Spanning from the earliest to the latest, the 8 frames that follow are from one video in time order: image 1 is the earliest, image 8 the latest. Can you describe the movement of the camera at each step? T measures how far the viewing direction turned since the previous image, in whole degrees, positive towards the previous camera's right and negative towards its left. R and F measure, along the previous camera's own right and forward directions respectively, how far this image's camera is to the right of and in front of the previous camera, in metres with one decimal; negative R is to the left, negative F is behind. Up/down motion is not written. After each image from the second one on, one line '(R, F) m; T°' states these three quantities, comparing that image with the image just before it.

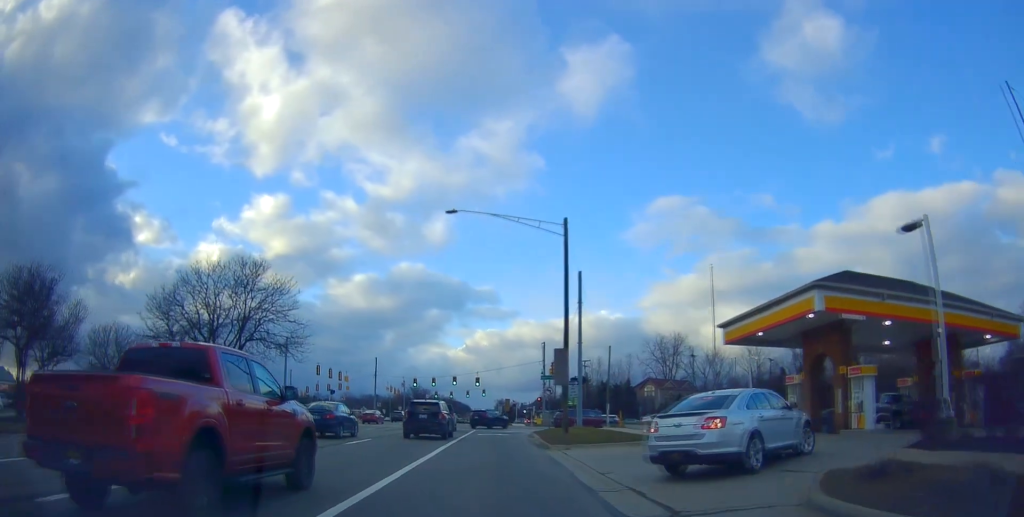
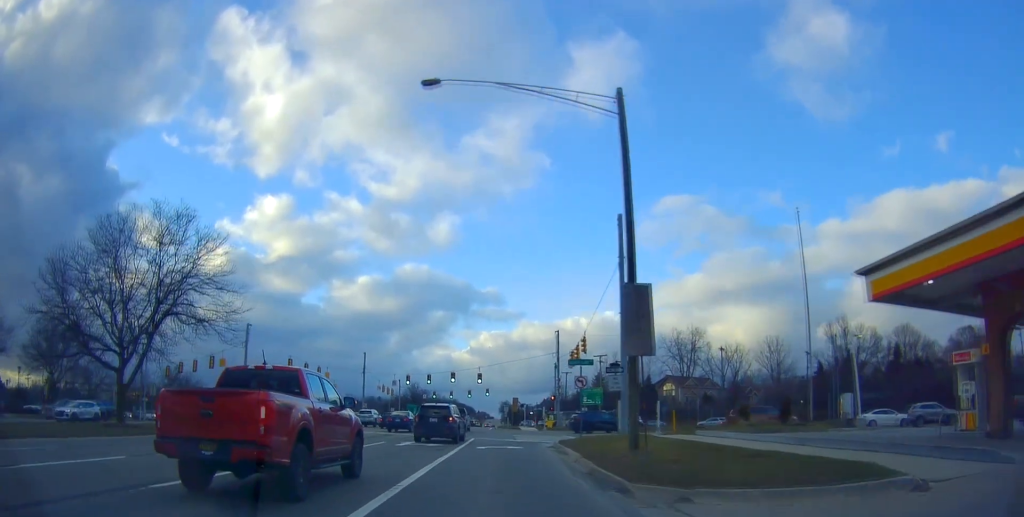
(+0.2, +13.2) m; -4°
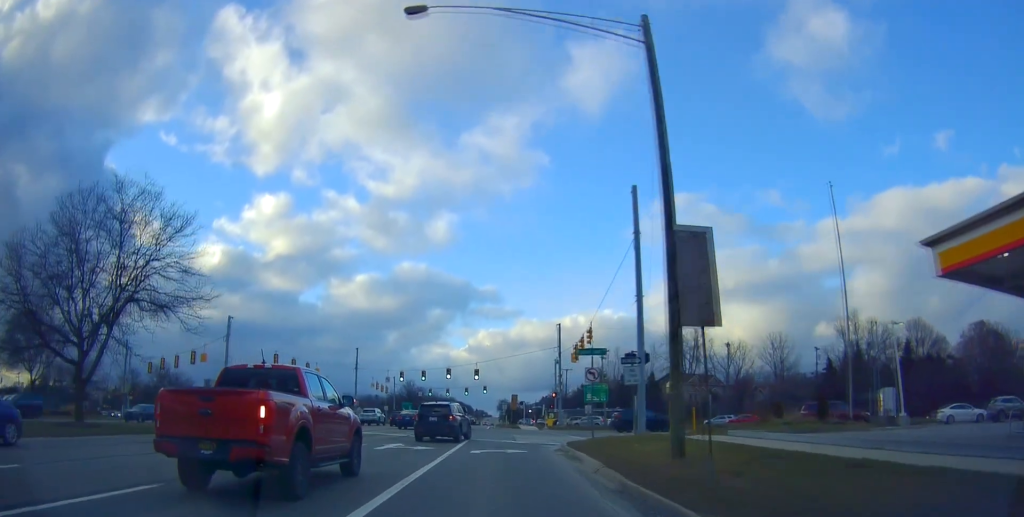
(-0.4, +3.8) m; -2°
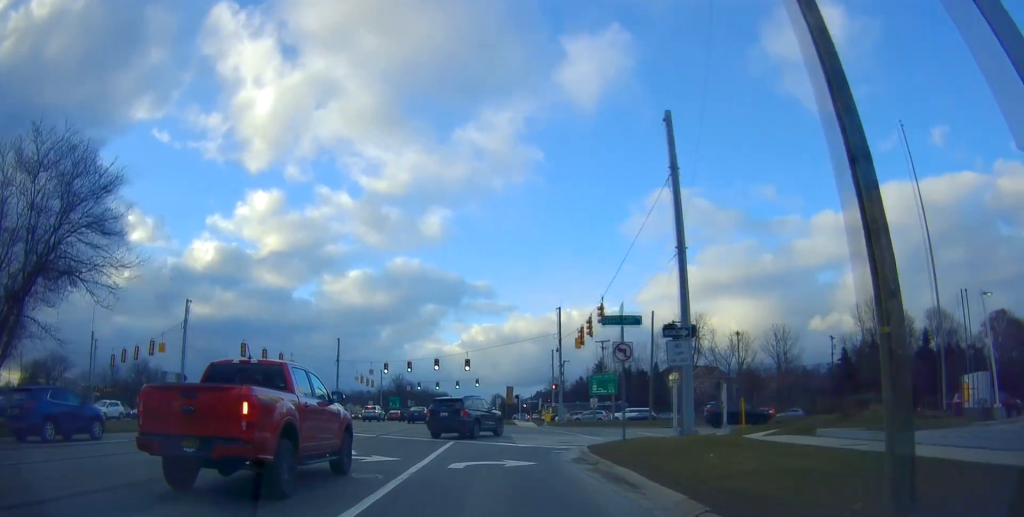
(+0.3, +6.9) m; +1°
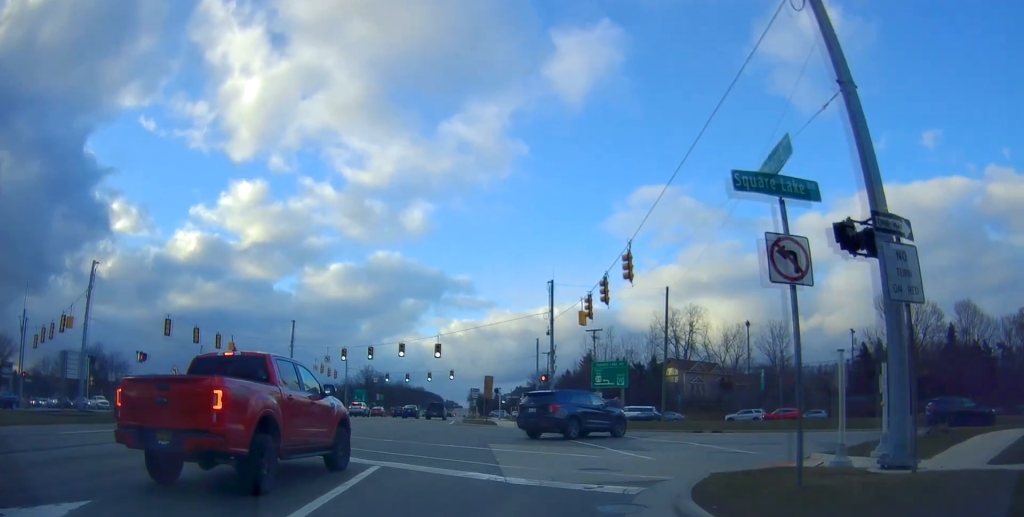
(-0.1, +11.5) m; +1°
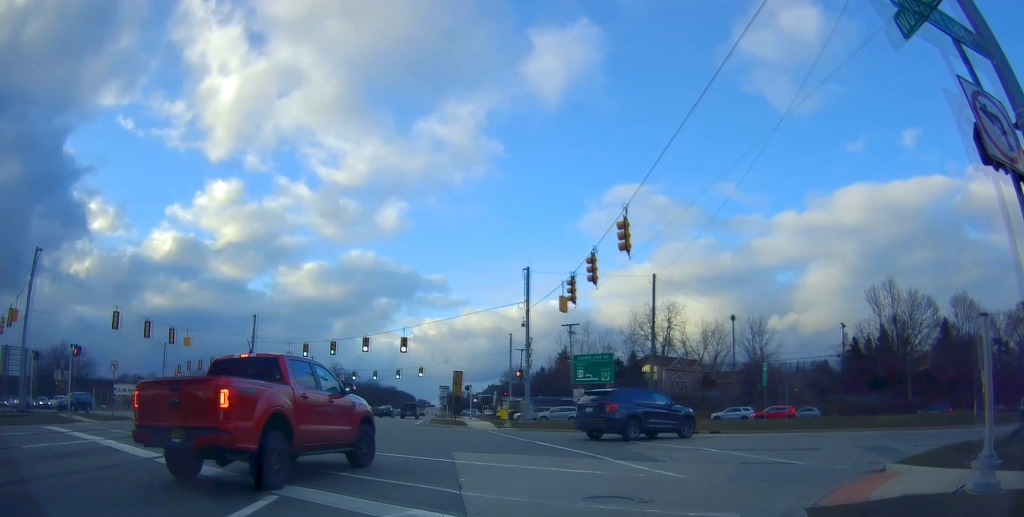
(+0.1, +4.5) m; +5°
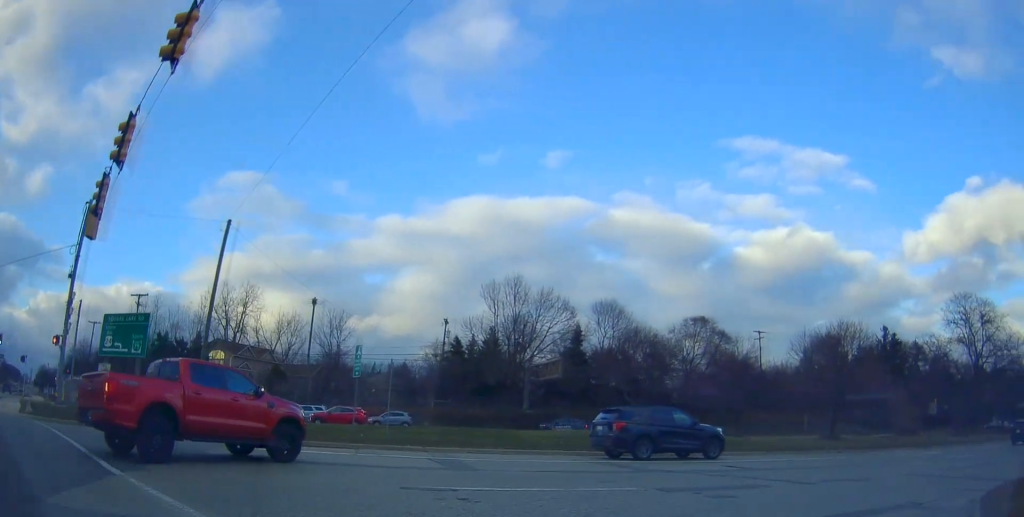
(+3.4, +12.8) m; +38°
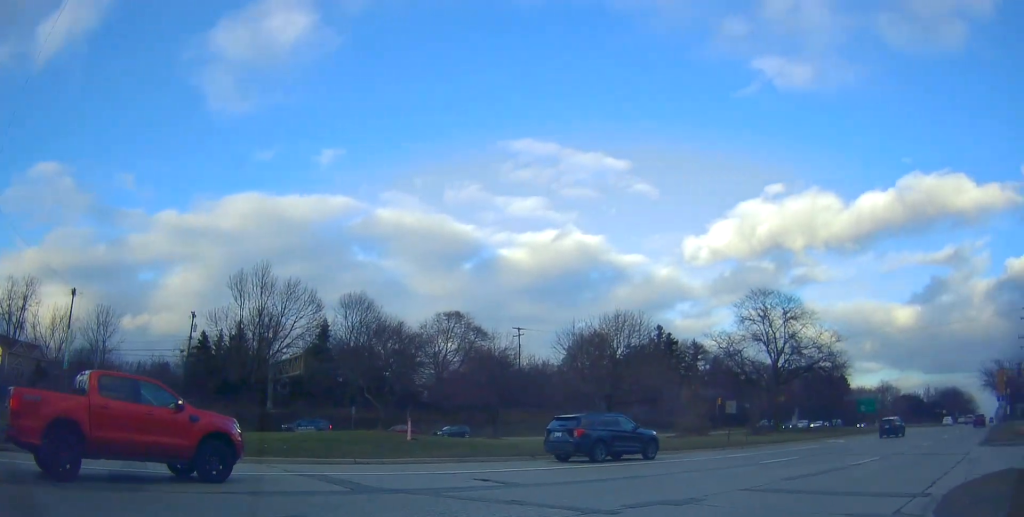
(+0.7, +4.1) m; +24°
